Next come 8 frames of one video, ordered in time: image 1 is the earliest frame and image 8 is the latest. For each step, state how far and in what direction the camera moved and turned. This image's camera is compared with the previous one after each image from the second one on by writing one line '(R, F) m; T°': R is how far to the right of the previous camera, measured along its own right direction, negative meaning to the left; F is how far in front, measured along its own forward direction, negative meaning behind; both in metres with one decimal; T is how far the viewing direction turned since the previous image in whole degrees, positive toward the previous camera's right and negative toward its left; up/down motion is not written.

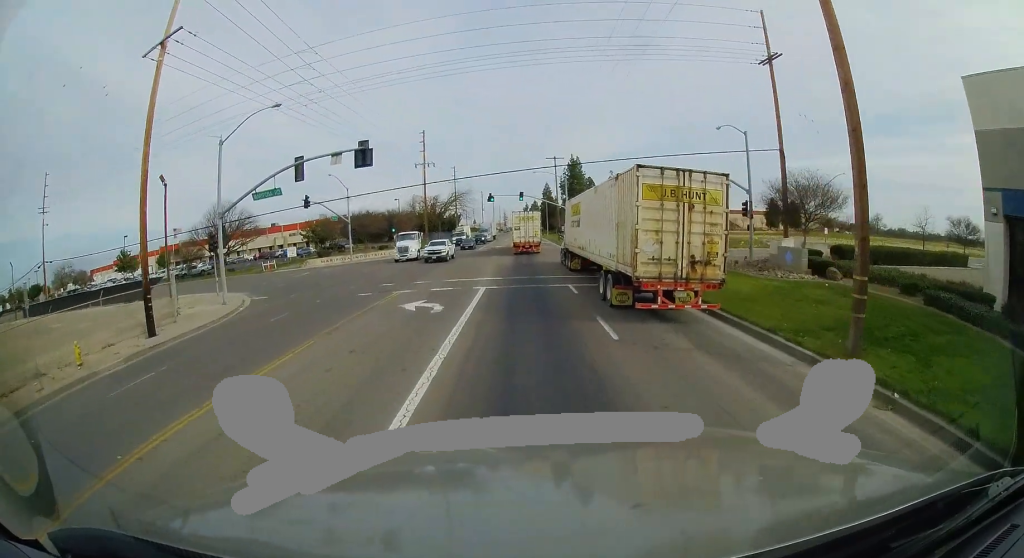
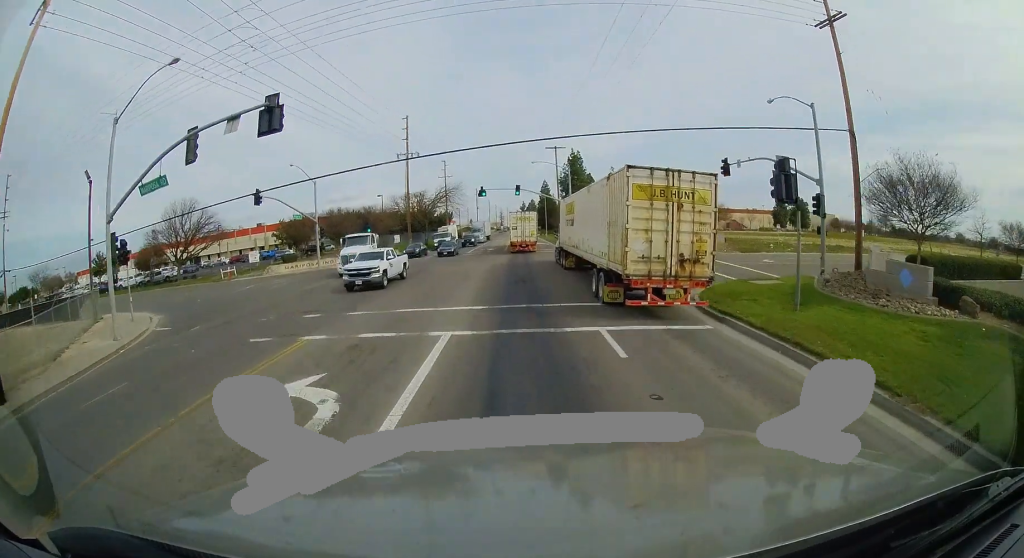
(0.0, +8.2) m; 0°
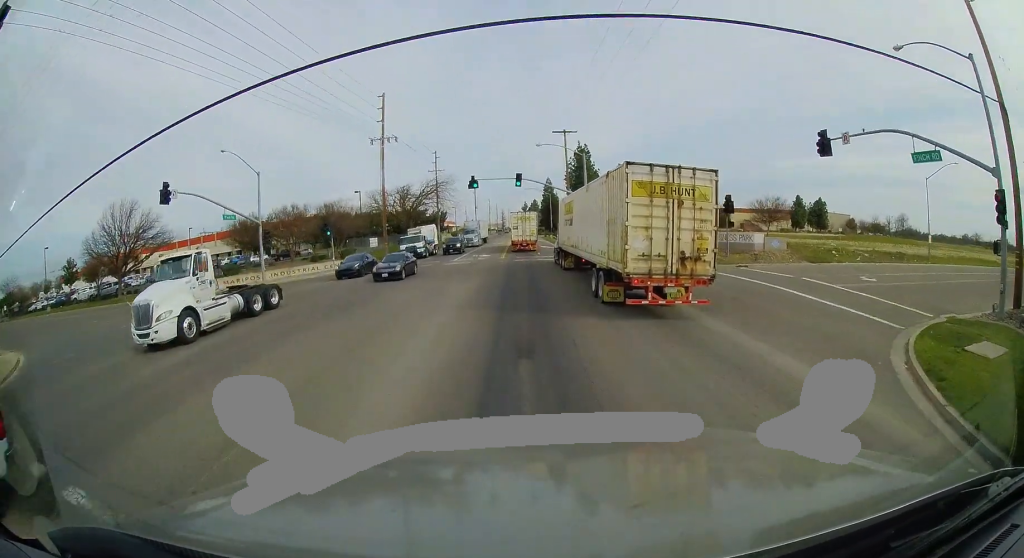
(0.0, +11.3) m; 0°
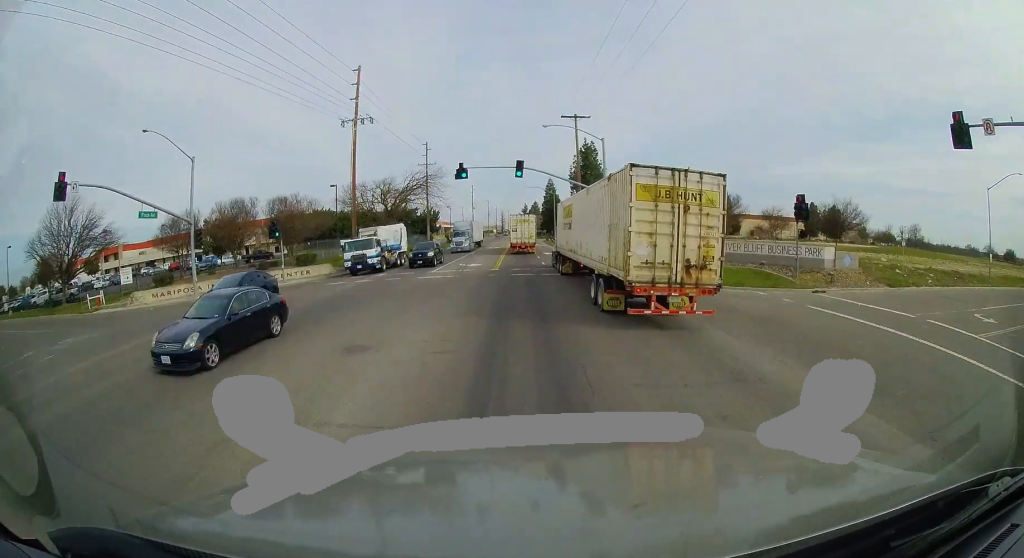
(0.0, +8.9) m; 0°
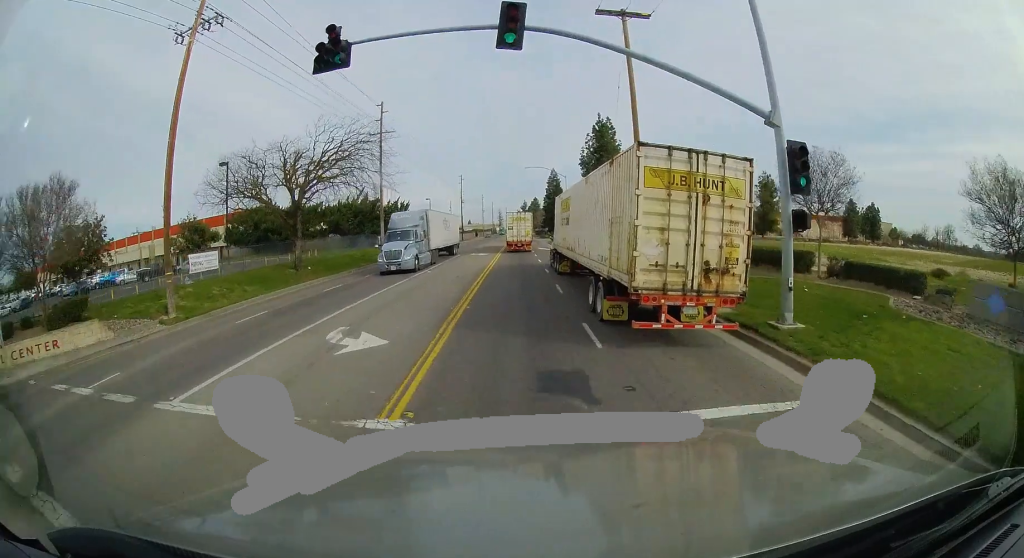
(0.0, +22.7) m; 0°
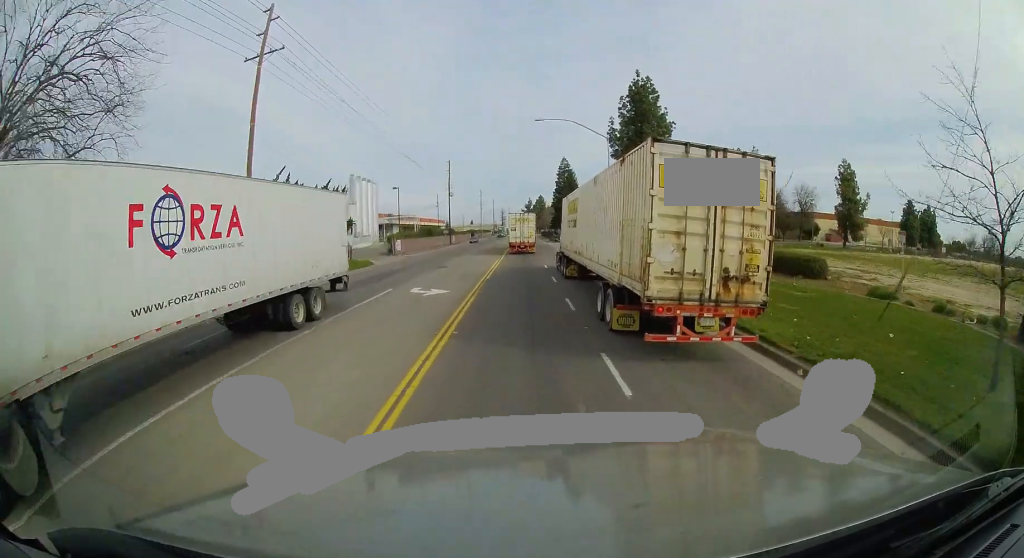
(0.0, +26.1) m; 0°
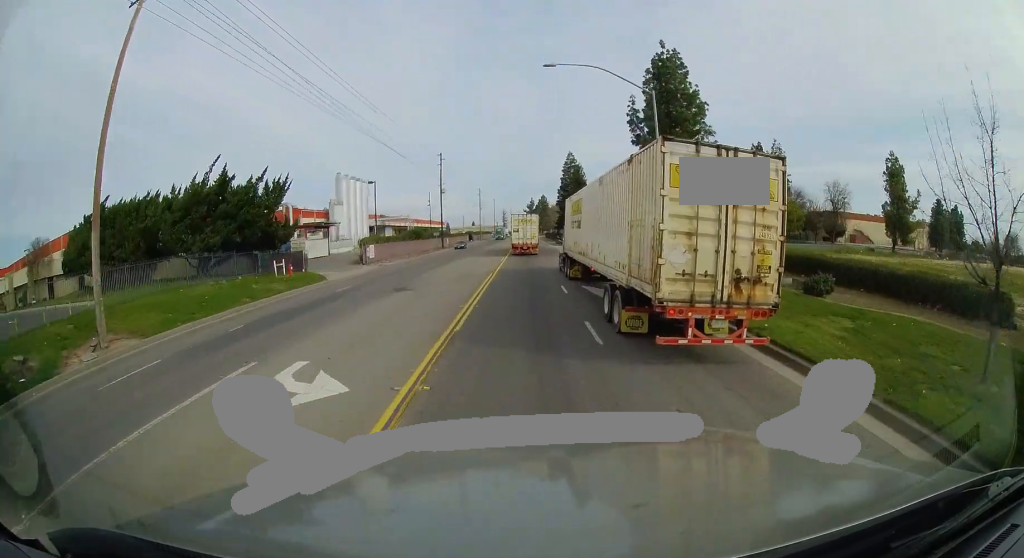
(0.0, +11.3) m; 0°
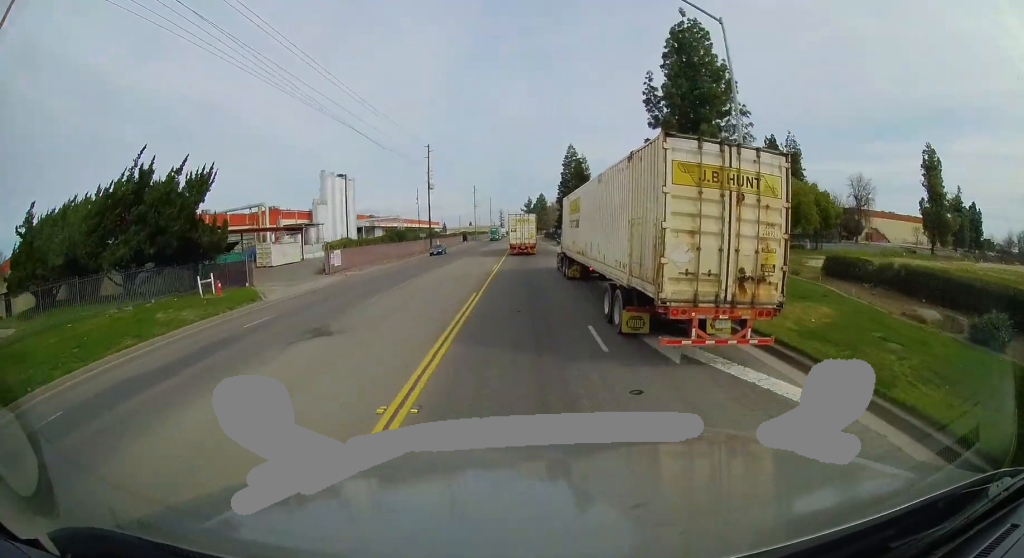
(0.0, +8.4) m; -1°
